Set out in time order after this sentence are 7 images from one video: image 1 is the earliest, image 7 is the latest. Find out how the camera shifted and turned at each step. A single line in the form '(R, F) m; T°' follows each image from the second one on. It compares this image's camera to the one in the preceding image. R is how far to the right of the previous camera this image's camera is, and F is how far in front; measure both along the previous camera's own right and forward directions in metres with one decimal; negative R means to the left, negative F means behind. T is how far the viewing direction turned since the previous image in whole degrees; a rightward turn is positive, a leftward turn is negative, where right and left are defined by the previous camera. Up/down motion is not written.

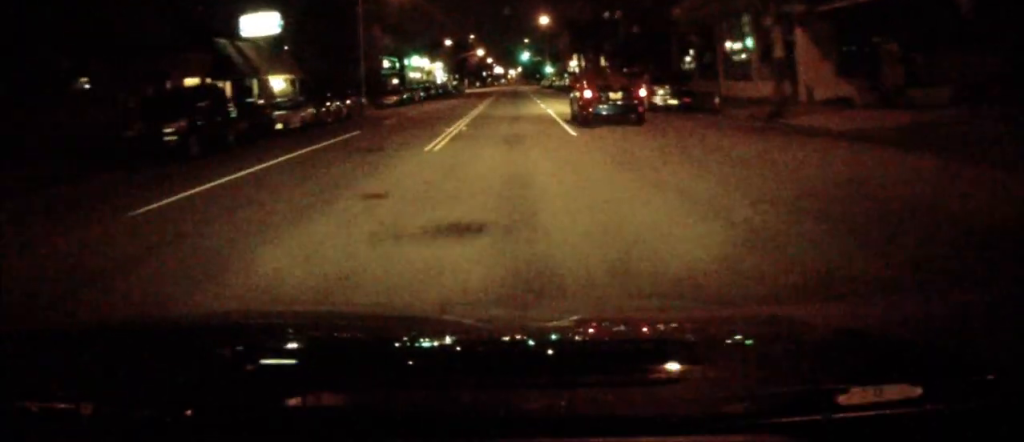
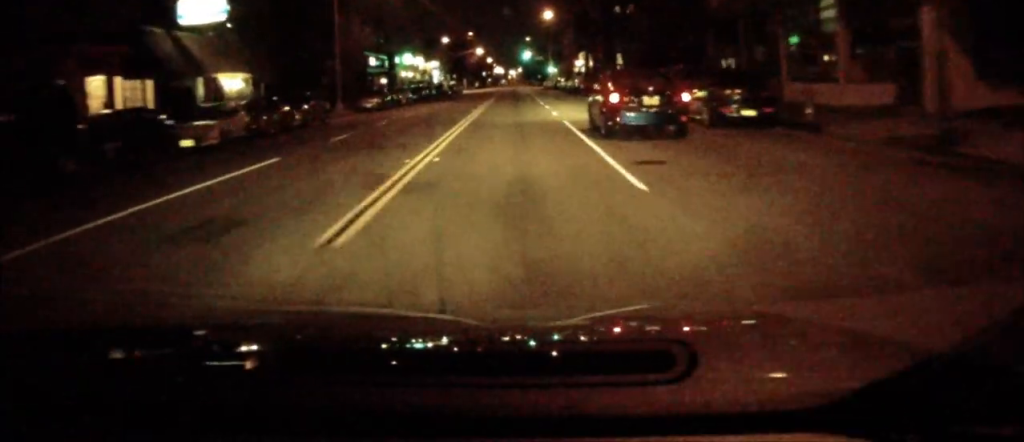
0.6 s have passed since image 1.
(0.0, +9.4) m; 0°
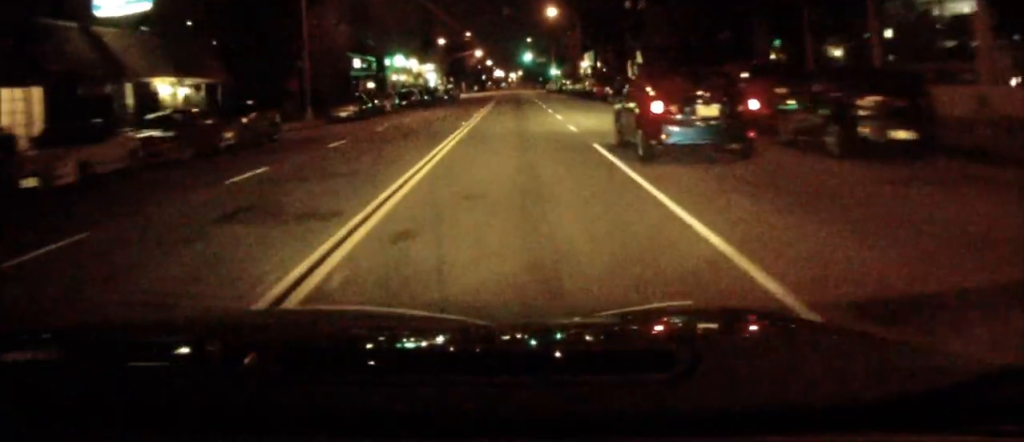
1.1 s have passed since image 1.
(0.0, +8.3) m; 0°
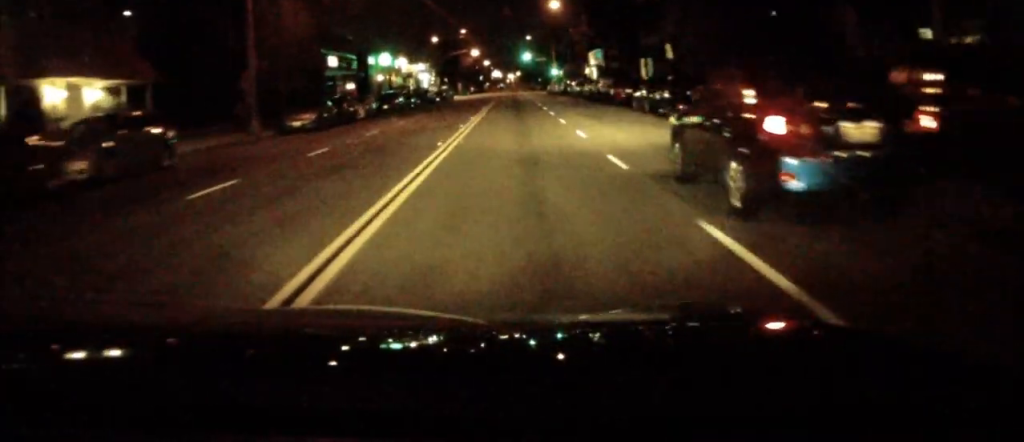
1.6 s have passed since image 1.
(0.0, +9.4) m; 0°
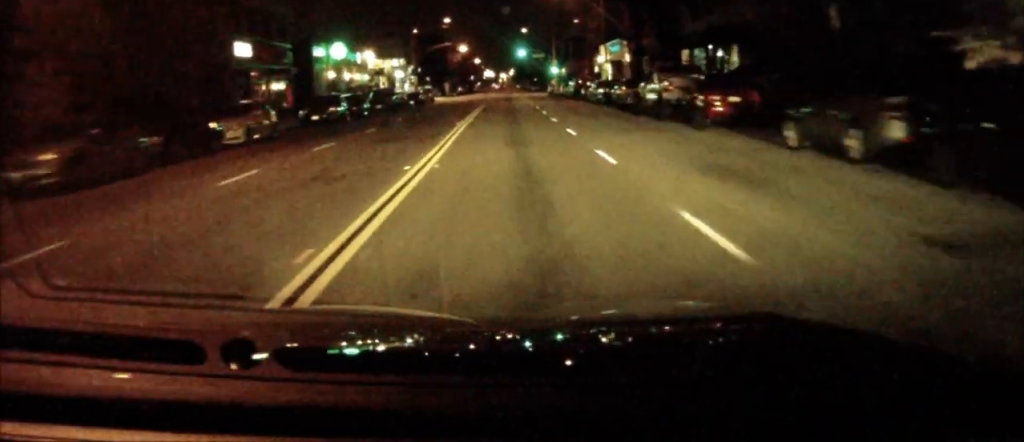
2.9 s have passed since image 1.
(+0.1, +20.5) m; 0°
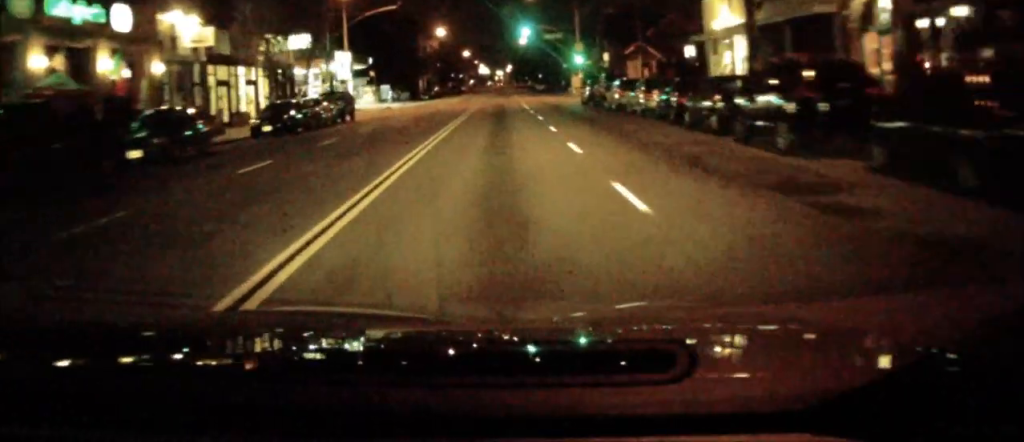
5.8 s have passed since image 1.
(-0.1, +48.0) m; -1°
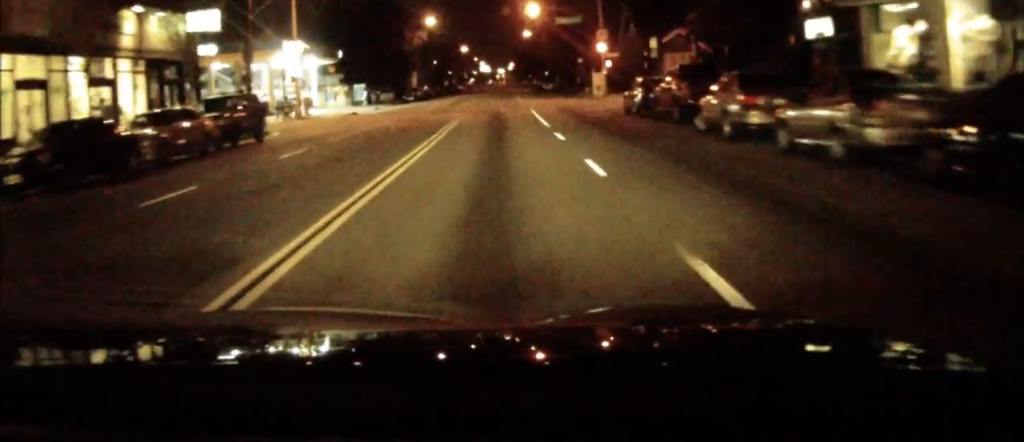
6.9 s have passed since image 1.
(-0.1, +18.2) m; 0°
